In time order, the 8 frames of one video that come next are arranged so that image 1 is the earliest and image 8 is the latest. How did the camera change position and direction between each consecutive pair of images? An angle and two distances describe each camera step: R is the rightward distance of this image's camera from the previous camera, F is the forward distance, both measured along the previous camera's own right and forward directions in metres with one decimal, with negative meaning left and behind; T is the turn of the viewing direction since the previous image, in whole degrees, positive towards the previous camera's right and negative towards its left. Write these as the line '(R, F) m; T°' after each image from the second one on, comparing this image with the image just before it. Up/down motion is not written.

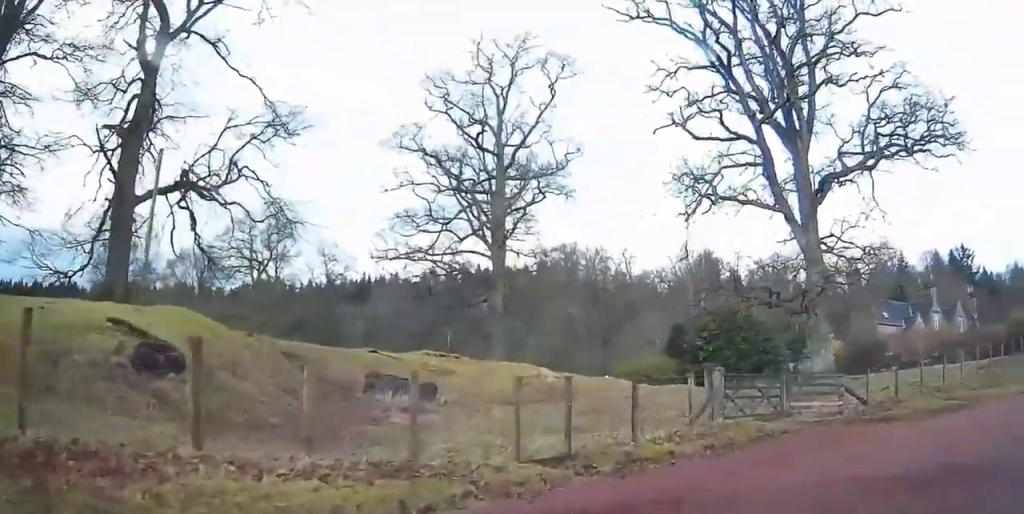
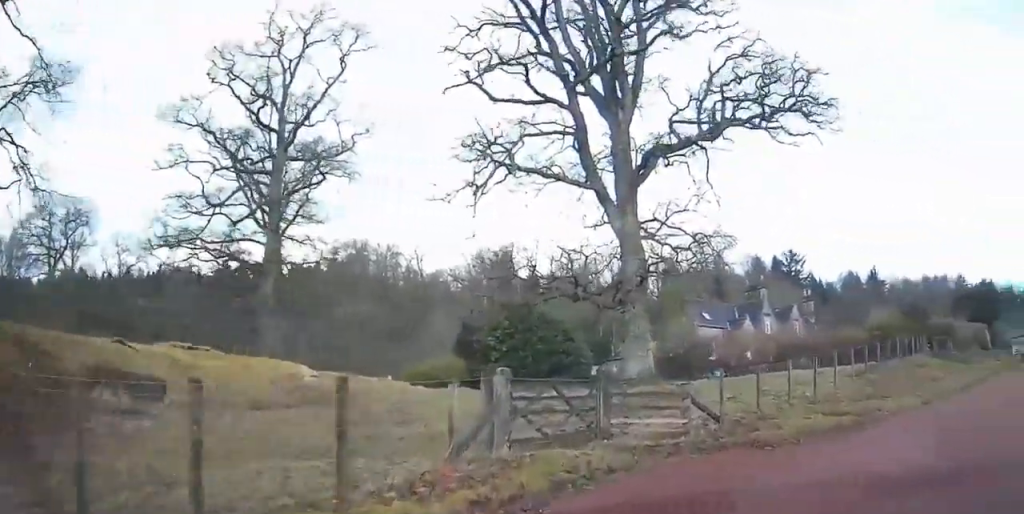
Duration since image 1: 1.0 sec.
(+0.9, +4.5) m; +14°
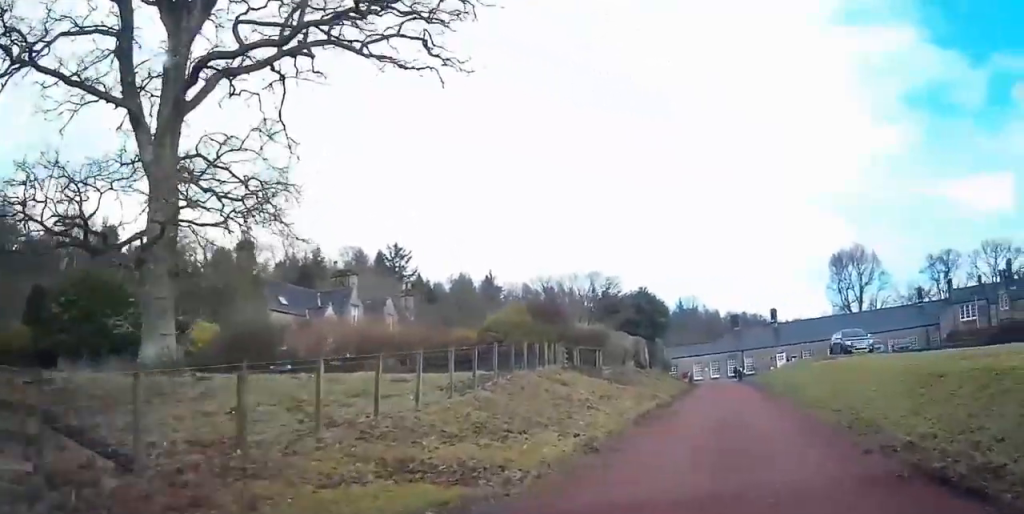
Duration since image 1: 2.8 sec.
(+0.4, +8.2) m; +15°
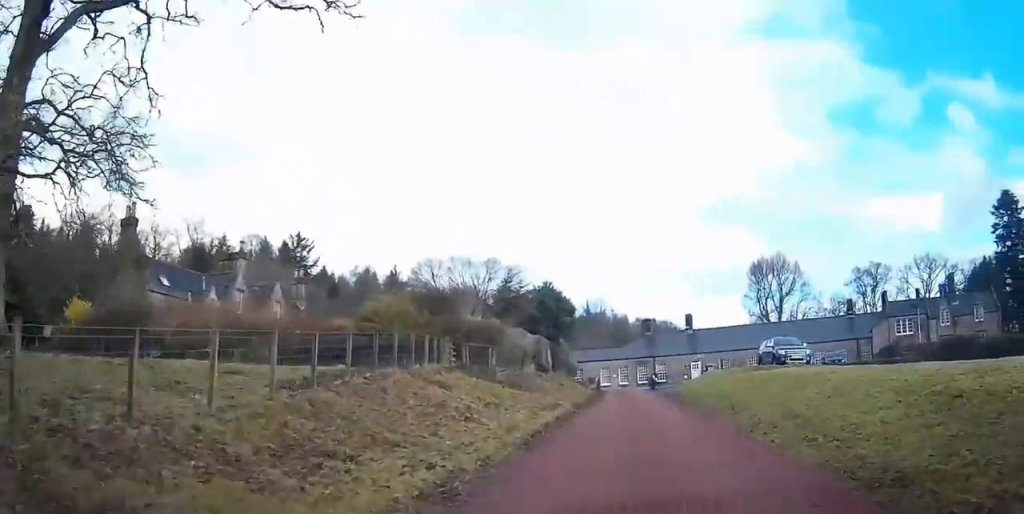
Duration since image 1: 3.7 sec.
(+0.8, +4.4) m; +16°
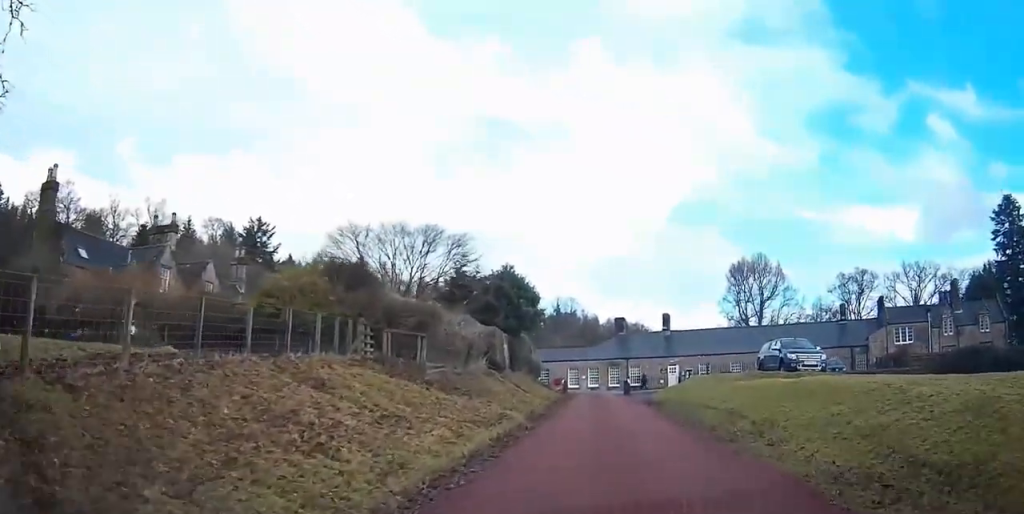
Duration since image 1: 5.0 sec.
(+1.1, +7.2) m; +5°
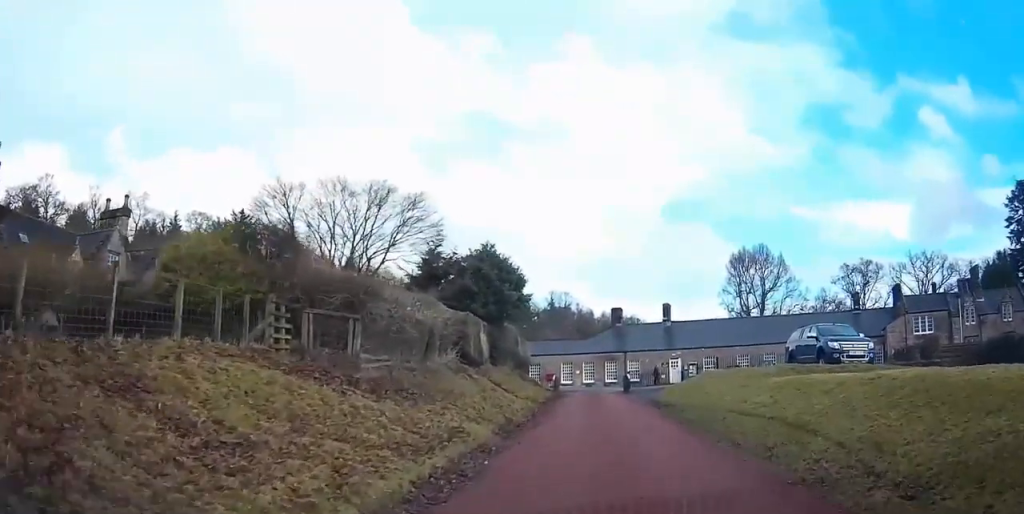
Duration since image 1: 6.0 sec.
(-0.5, +5.5) m; -6°
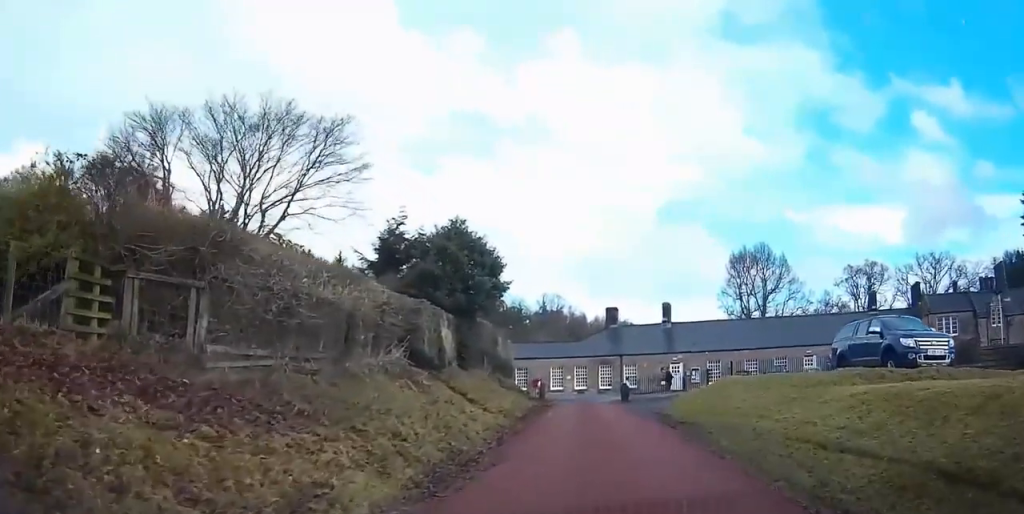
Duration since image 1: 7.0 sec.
(0.0, +6.1) m; -2°
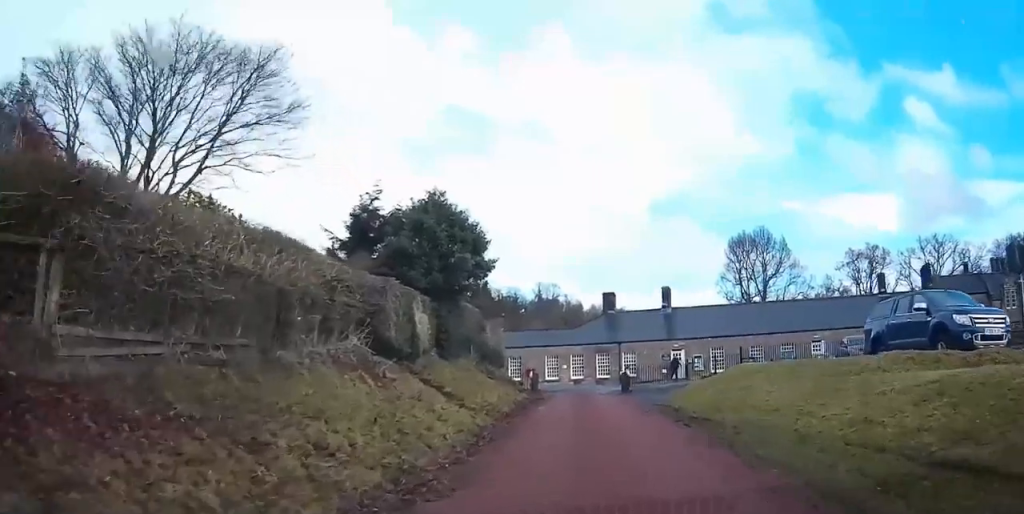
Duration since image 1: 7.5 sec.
(-0.1, +2.9) m; 0°
